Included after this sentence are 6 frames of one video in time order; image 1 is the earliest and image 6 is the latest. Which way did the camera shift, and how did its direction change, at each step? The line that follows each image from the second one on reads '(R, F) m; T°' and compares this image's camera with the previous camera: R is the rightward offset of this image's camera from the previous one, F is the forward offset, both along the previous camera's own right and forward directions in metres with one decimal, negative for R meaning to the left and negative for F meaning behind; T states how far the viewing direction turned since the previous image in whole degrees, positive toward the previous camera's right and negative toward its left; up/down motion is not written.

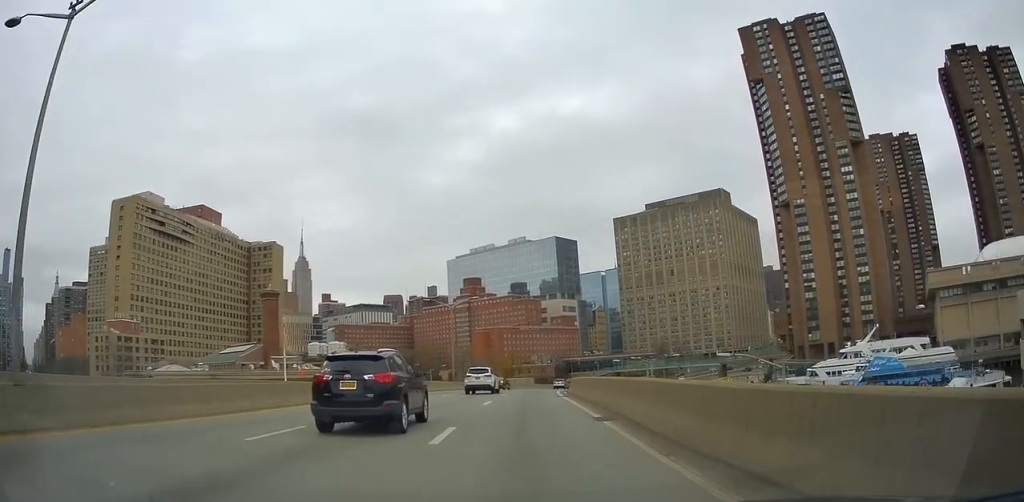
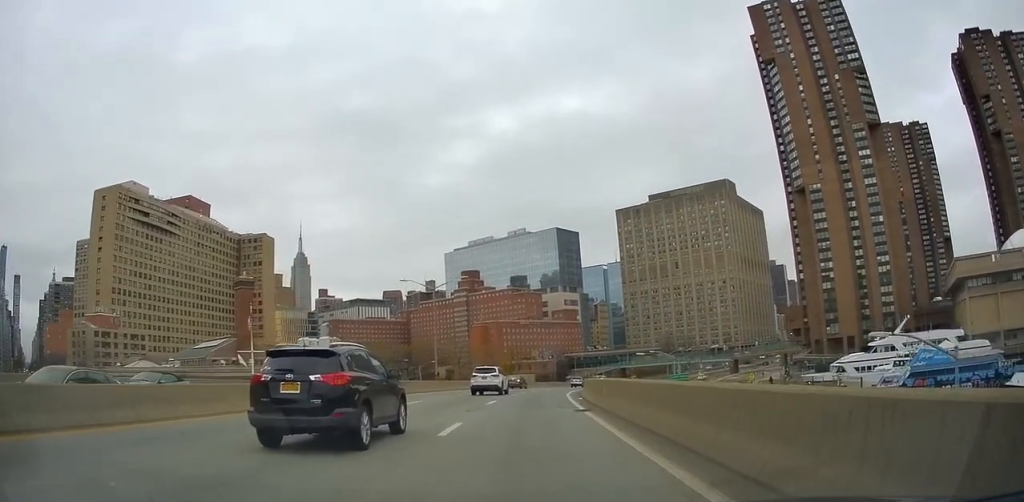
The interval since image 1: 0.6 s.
(+0.2, +11.4) m; 0°
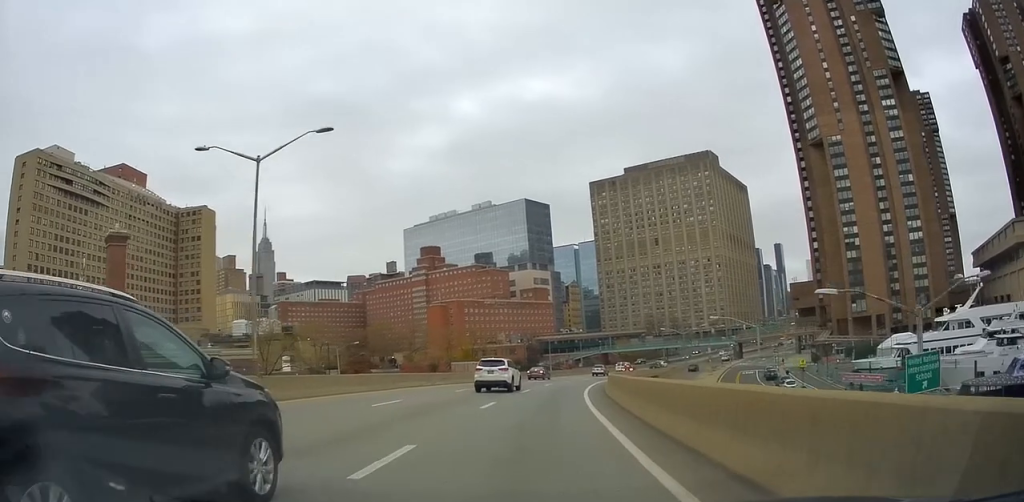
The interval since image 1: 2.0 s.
(-0.2, +29.1) m; -1°
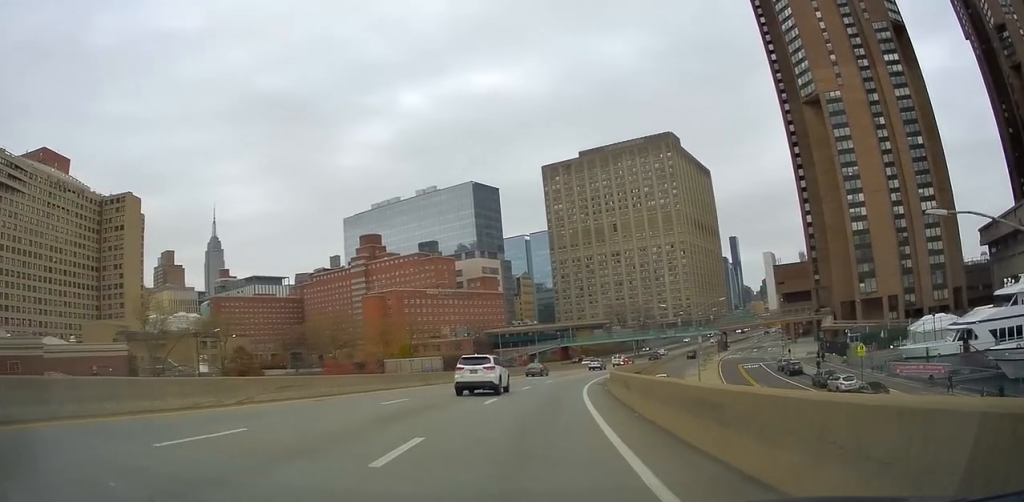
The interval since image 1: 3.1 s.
(+0.1, +22.8) m; +3°
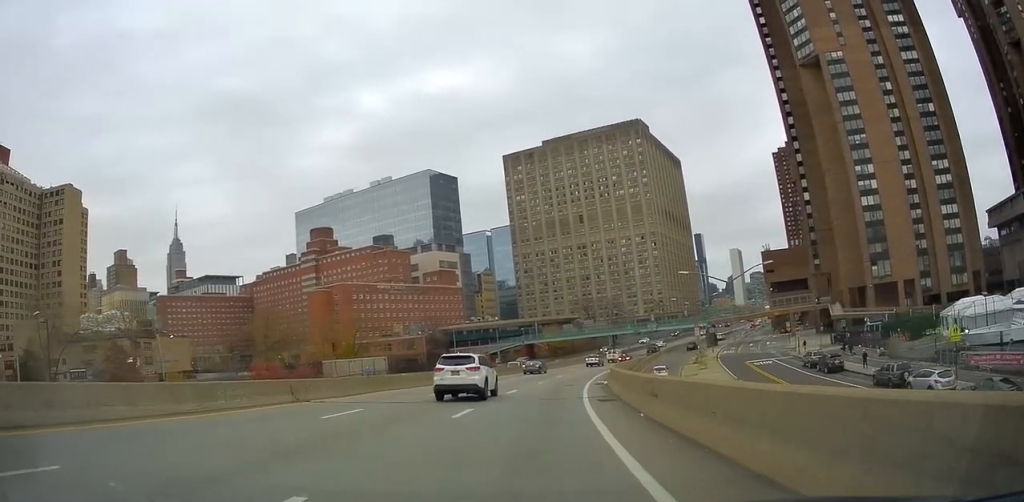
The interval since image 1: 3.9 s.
(+0.7, +17.1) m; +2°
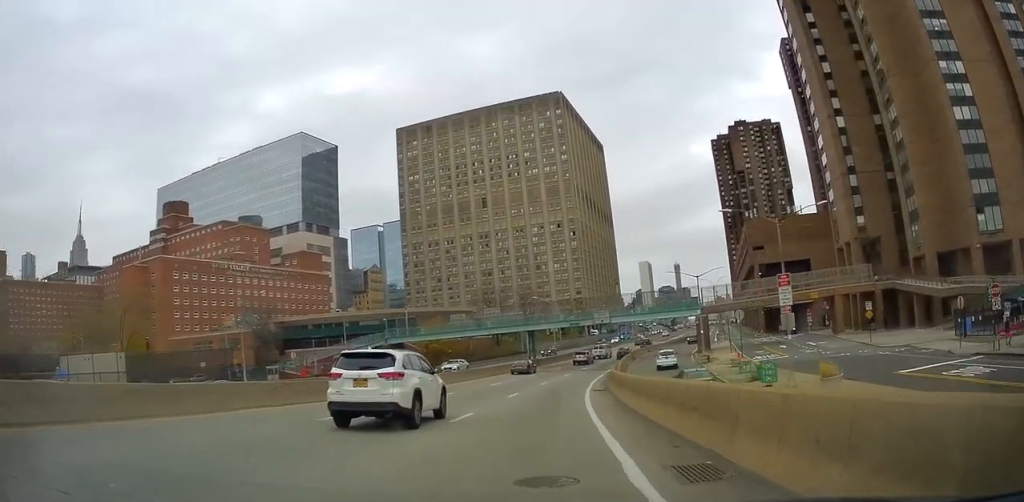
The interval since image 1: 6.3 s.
(+3.6, +47.9) m; +9°
